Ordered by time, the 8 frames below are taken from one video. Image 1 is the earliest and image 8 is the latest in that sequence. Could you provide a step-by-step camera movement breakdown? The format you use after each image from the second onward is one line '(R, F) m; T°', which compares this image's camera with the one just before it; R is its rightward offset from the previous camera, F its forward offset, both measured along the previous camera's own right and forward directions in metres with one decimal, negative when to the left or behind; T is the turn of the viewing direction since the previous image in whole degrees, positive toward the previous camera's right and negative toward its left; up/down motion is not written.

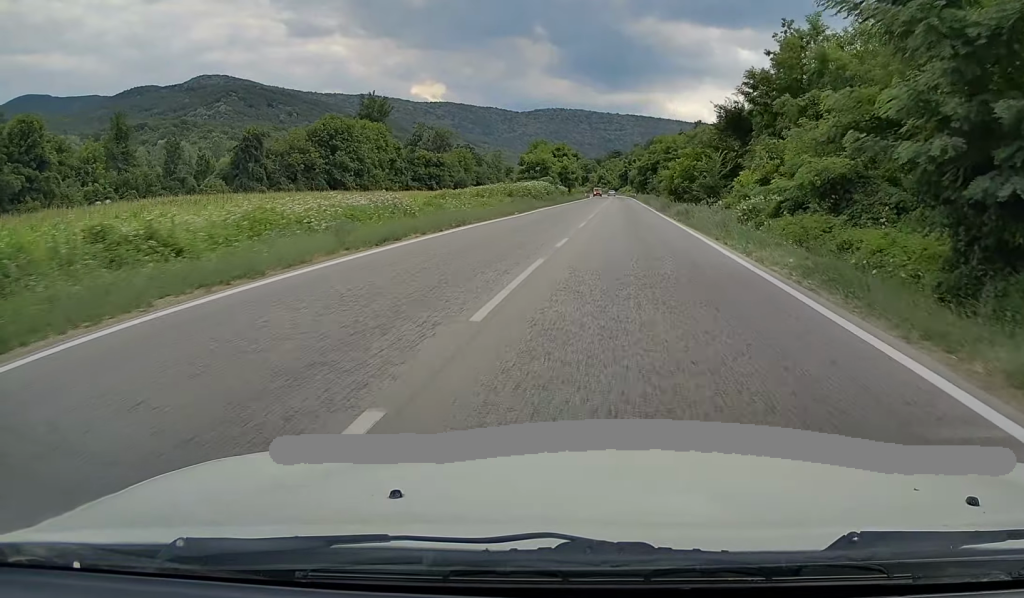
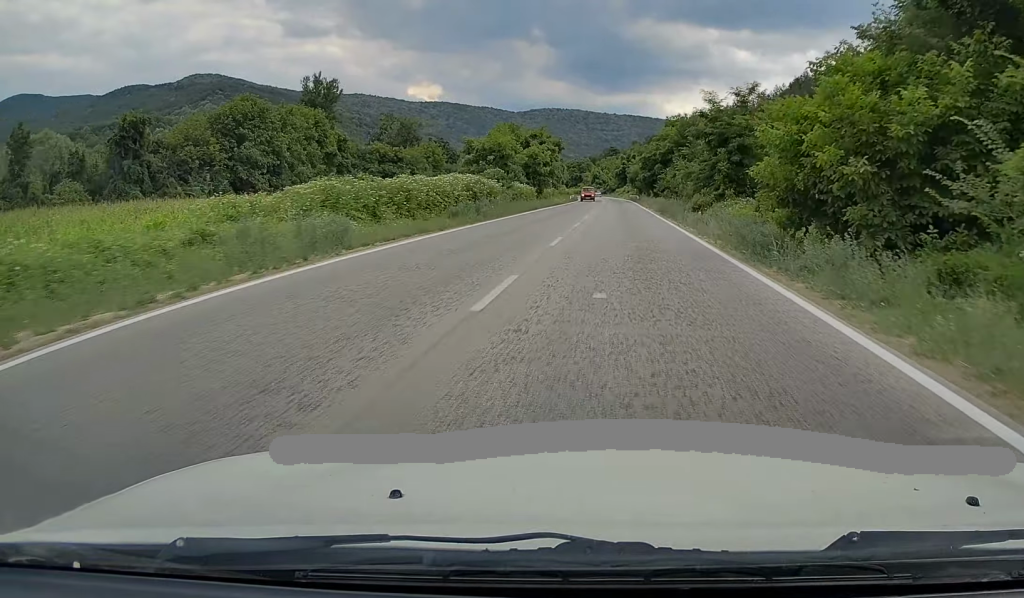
(-0.1, +35.8) m; 0°
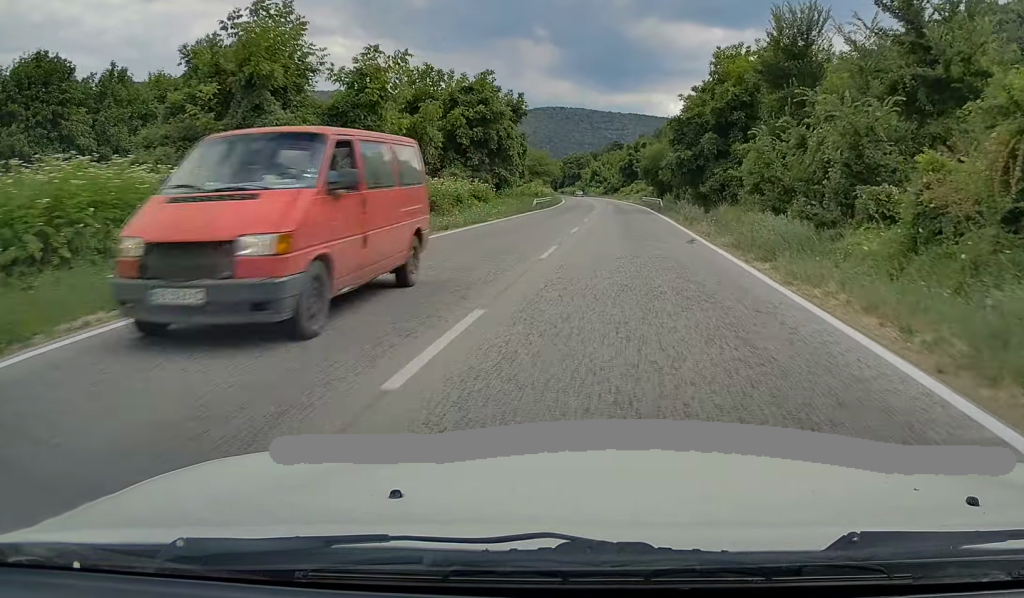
(+0.1, +48.0) m; 0°
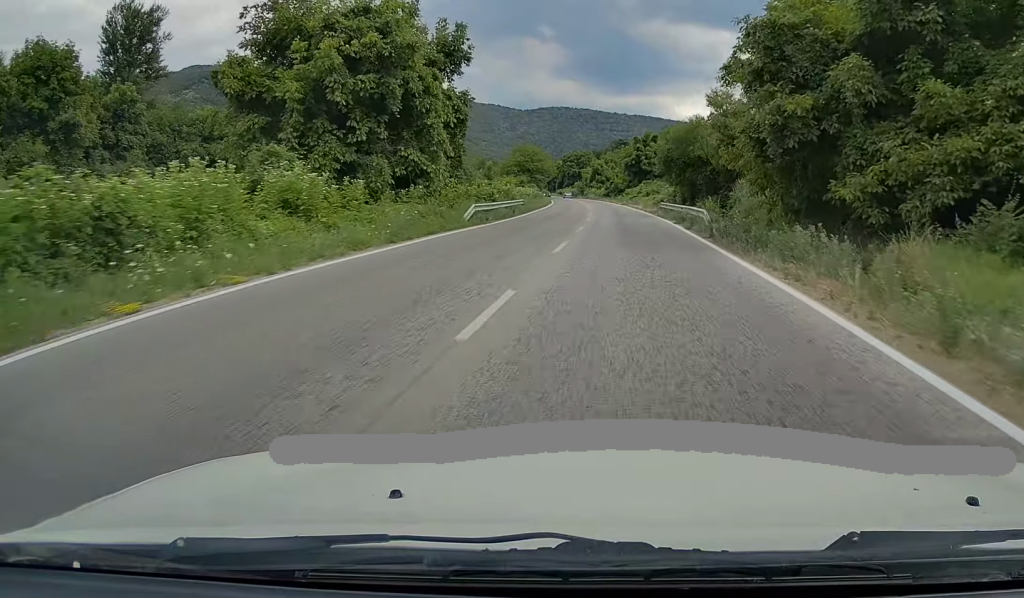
(0.0, +25.5) m; -1°
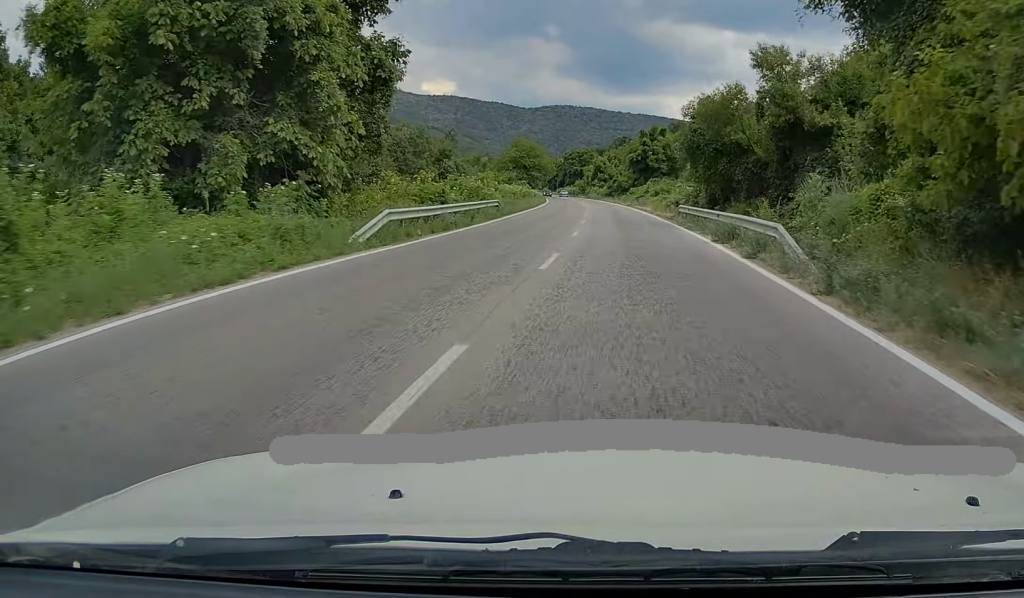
(0.0, +12.5) m; 0°
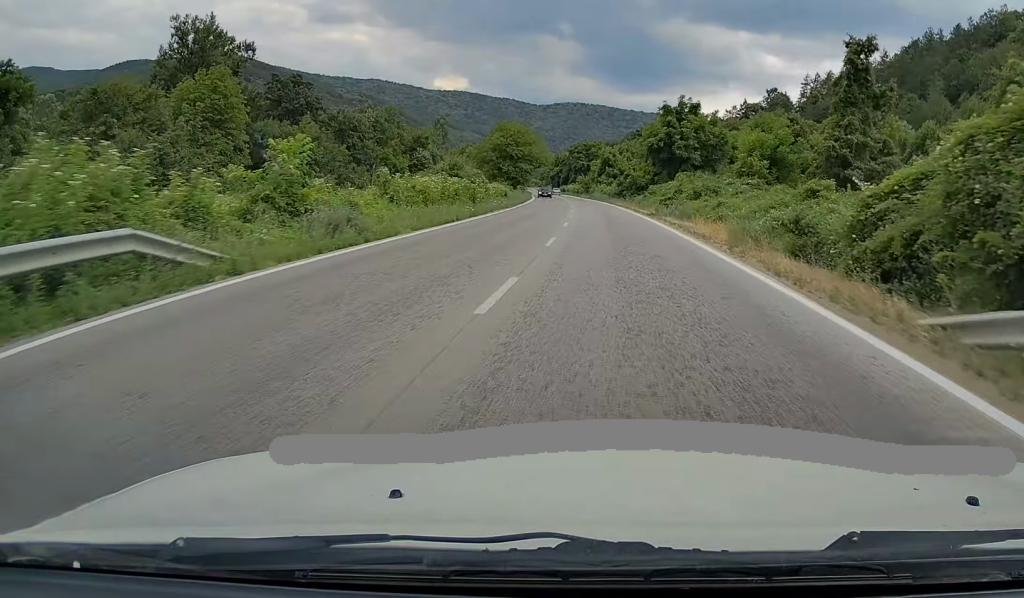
(-0.4, +31.4) m; -2°
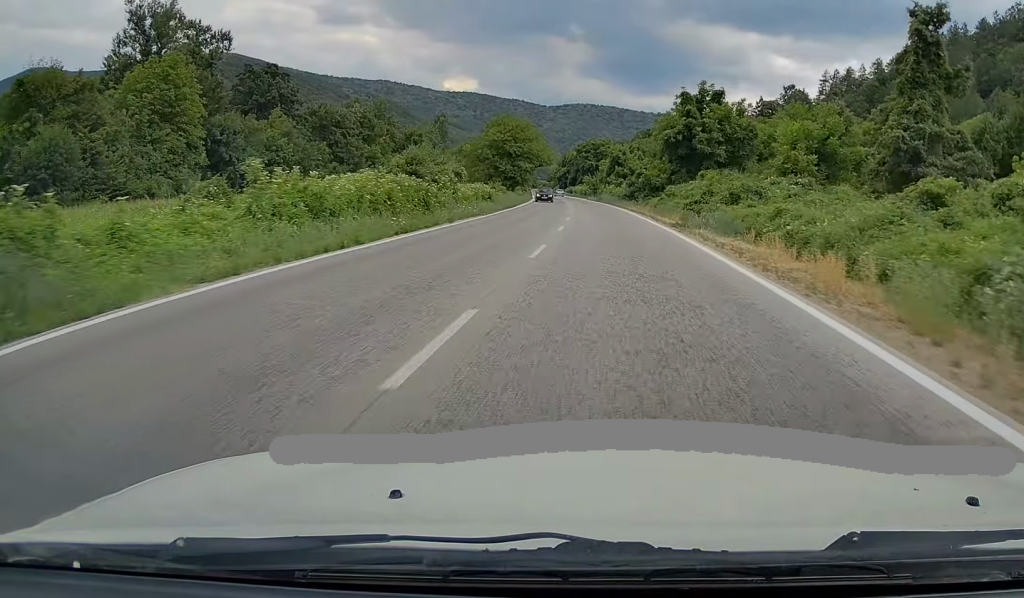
(0.0, +11.8) m; -1°
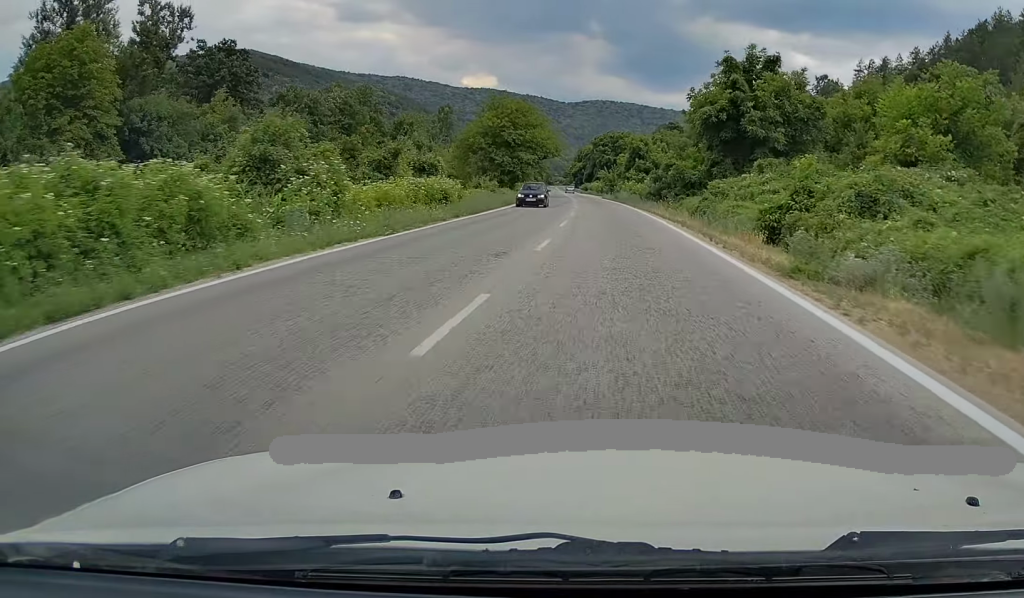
(-0.3, +17.1) m; -1°
